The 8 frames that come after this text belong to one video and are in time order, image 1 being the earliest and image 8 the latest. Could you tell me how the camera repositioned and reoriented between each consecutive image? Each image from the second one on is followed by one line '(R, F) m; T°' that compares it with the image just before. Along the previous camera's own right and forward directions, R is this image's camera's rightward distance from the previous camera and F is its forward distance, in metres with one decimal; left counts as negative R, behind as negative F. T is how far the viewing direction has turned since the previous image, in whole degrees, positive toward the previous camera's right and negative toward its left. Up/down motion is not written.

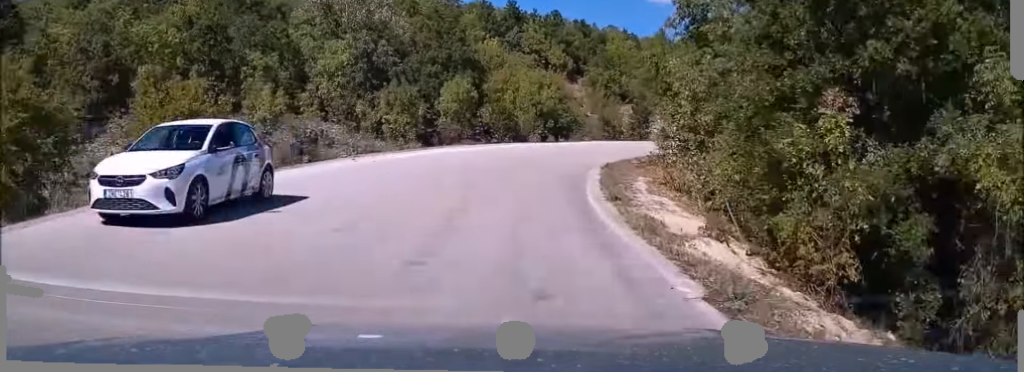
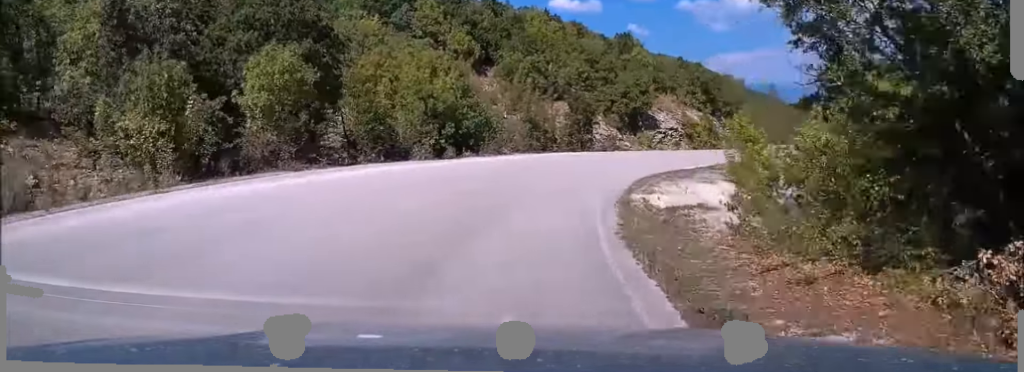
(+1.5, +20.0) m; +10°
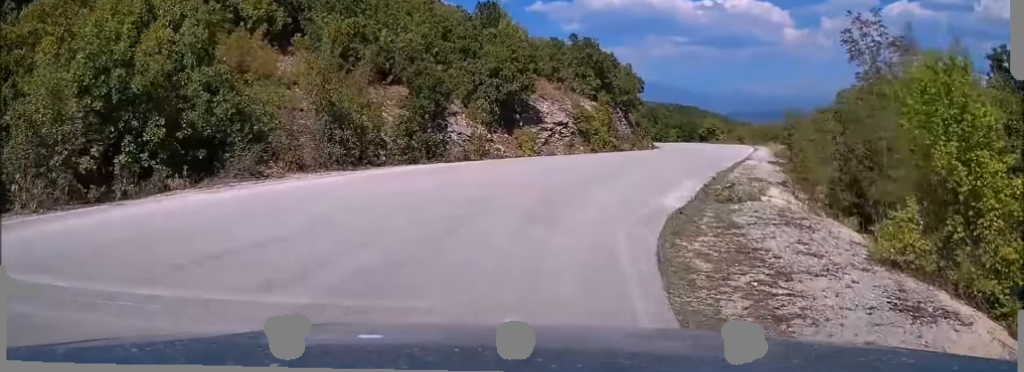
(+1.8, +18.3) m; +13°
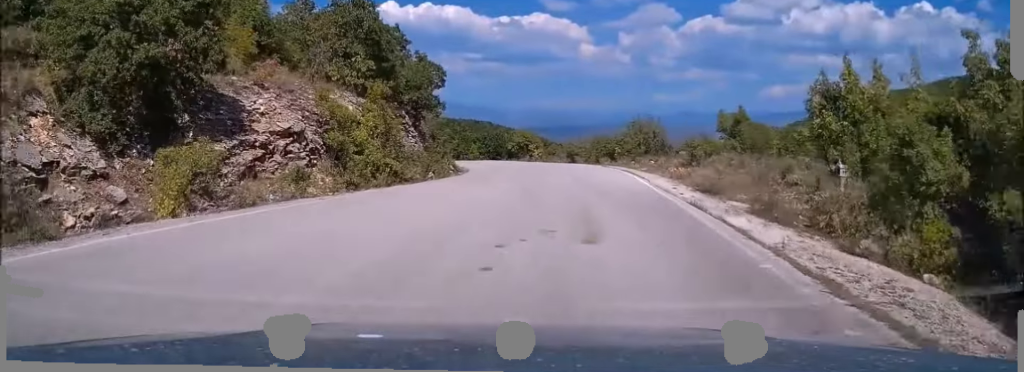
(+2.7, +20.0) m; +14°
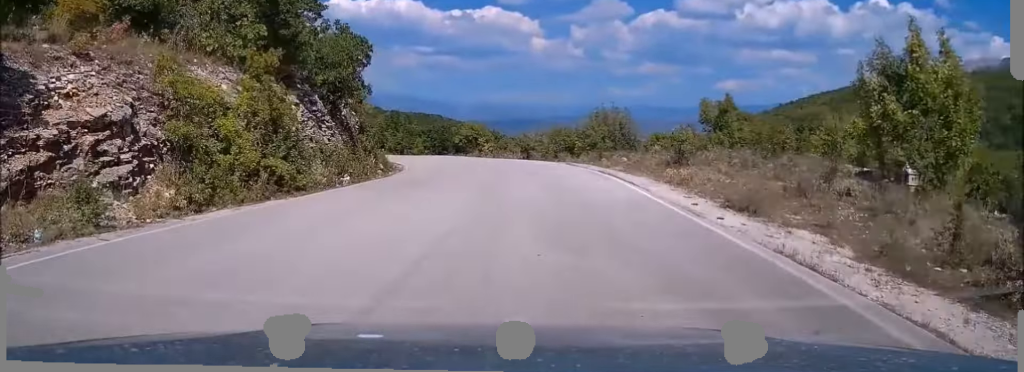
(+0.4, +8.4) m; +3°
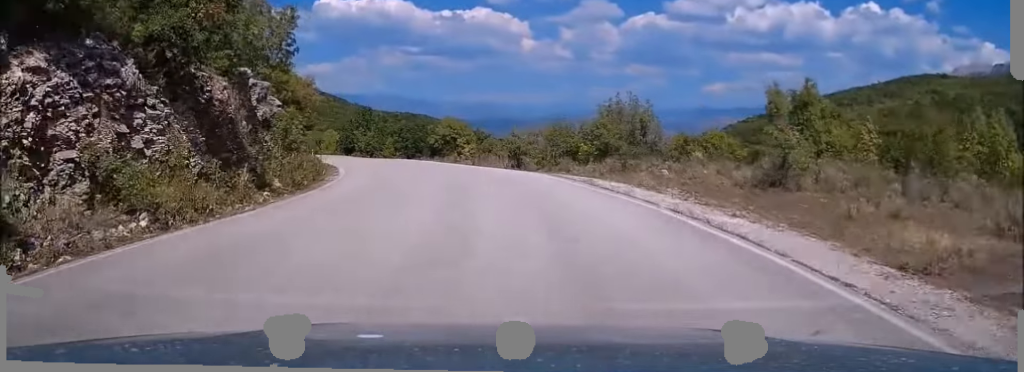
(+0.6, +14.3) m; +2°
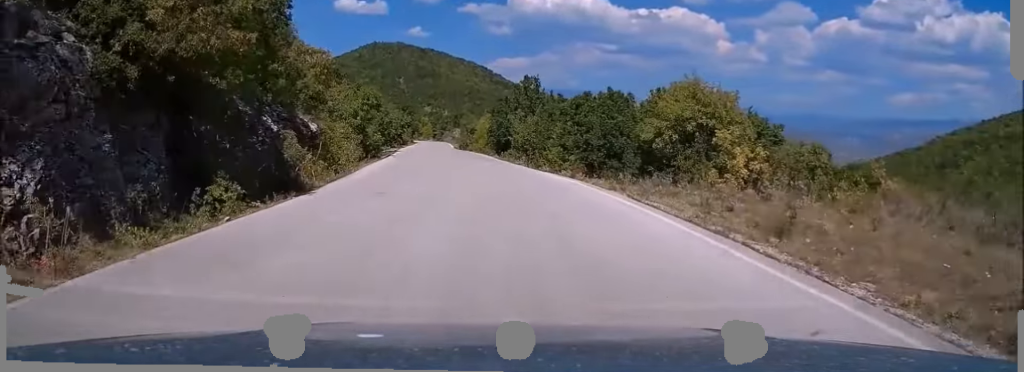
(-3.6, +40.0) m; -13°
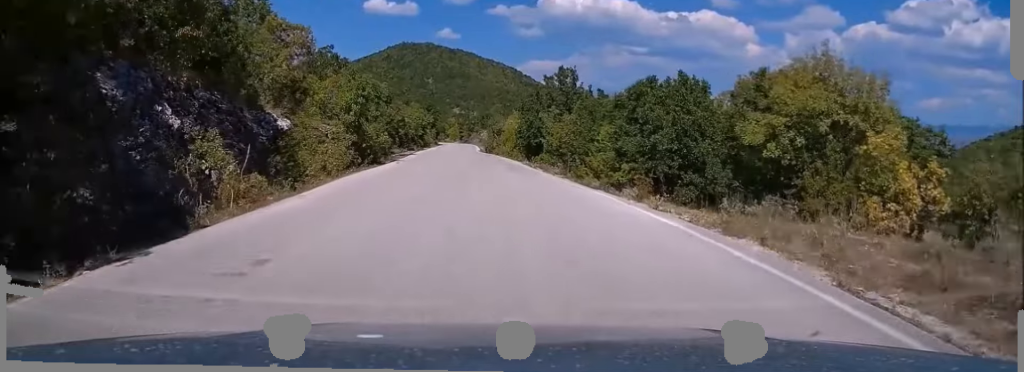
(-0.3, +9.4) m; -3°
